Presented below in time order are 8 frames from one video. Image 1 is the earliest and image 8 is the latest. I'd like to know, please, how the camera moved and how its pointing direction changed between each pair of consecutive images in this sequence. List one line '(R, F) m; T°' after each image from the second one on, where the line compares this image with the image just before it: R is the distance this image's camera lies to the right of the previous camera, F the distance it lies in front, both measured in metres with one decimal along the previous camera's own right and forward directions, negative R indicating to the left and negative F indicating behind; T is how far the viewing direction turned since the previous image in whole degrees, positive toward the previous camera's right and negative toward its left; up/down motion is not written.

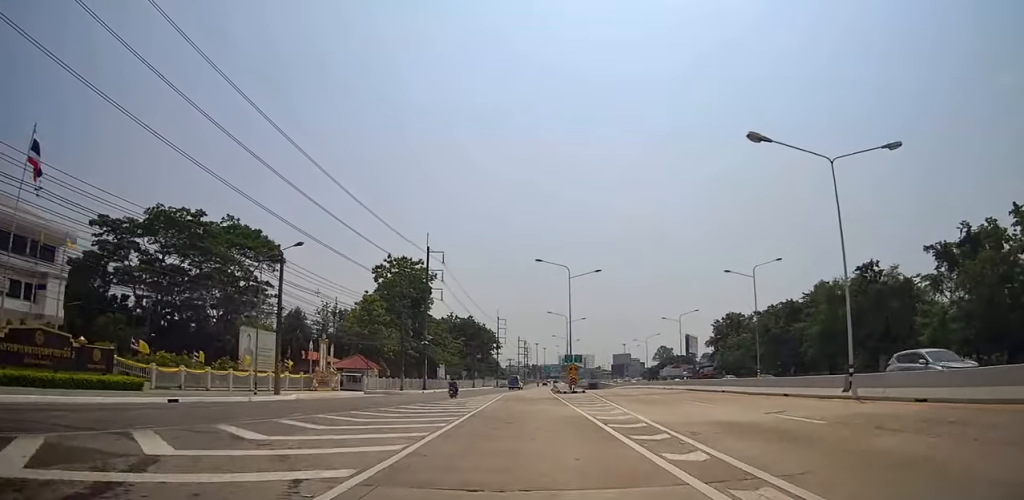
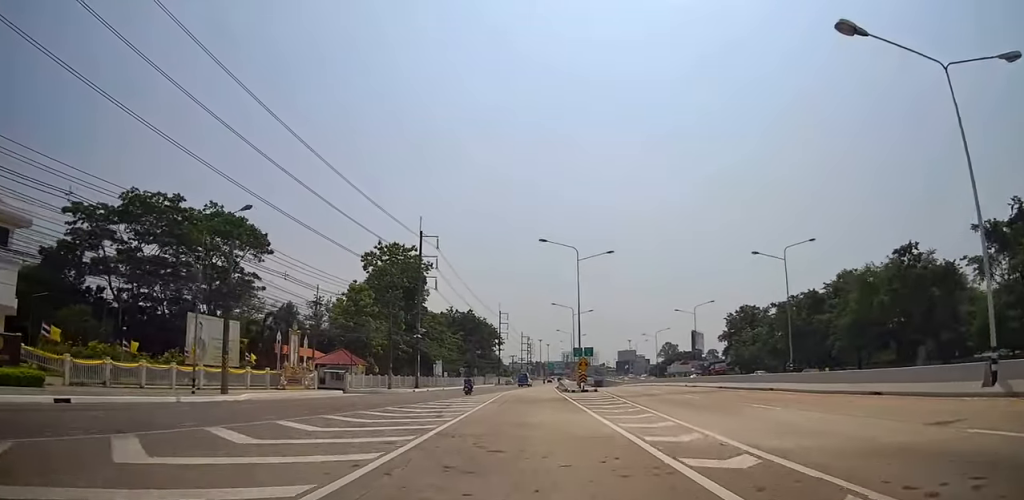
(0.0, +7.1) m; -2°
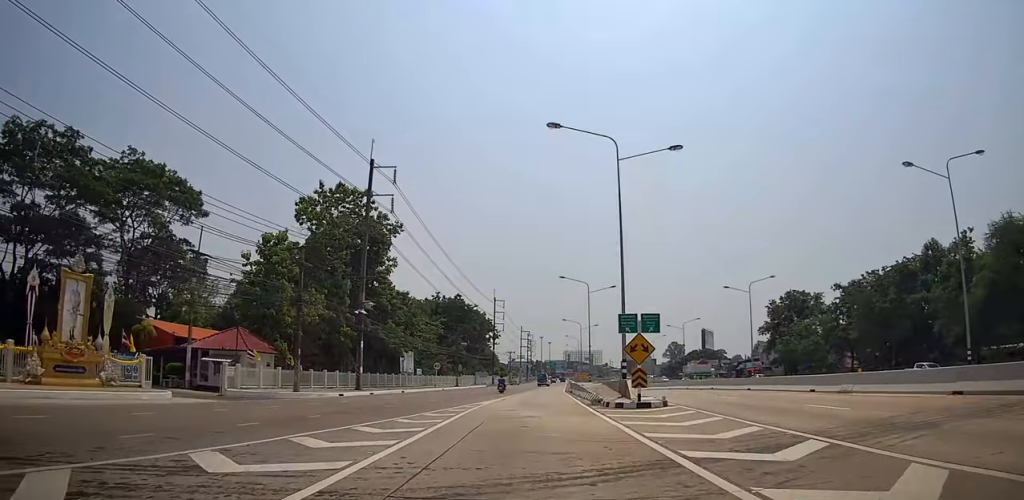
(0.0, +23.8) m; +2°
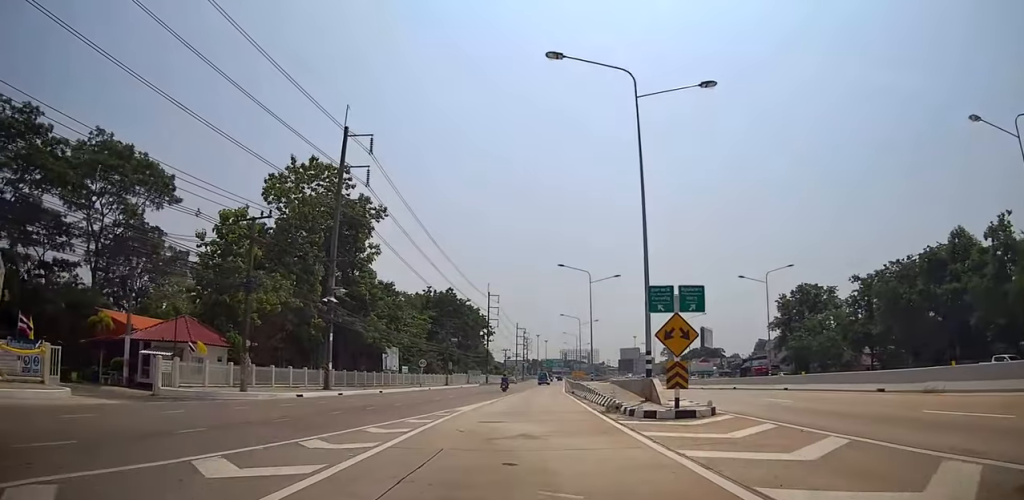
(+0.3, +6.4) m; +1°
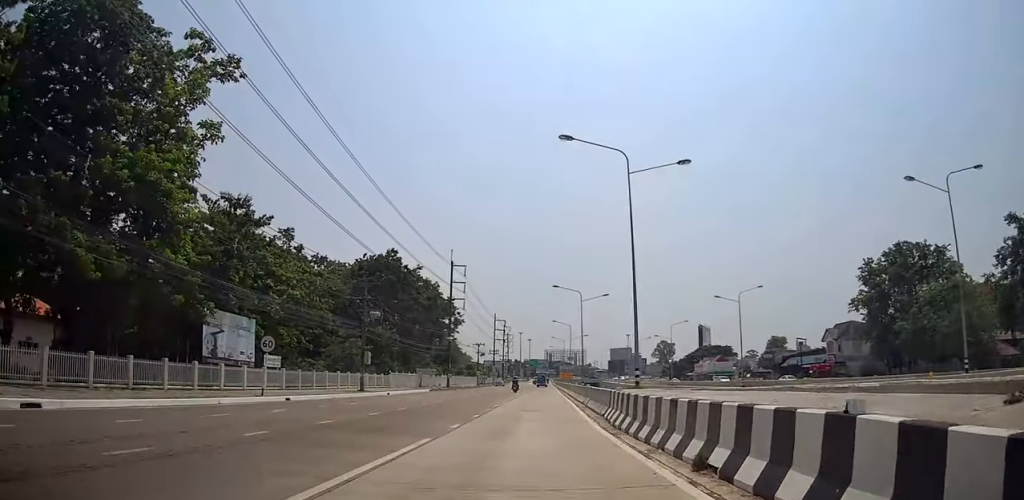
(-1.0, +32.4) m; -1°
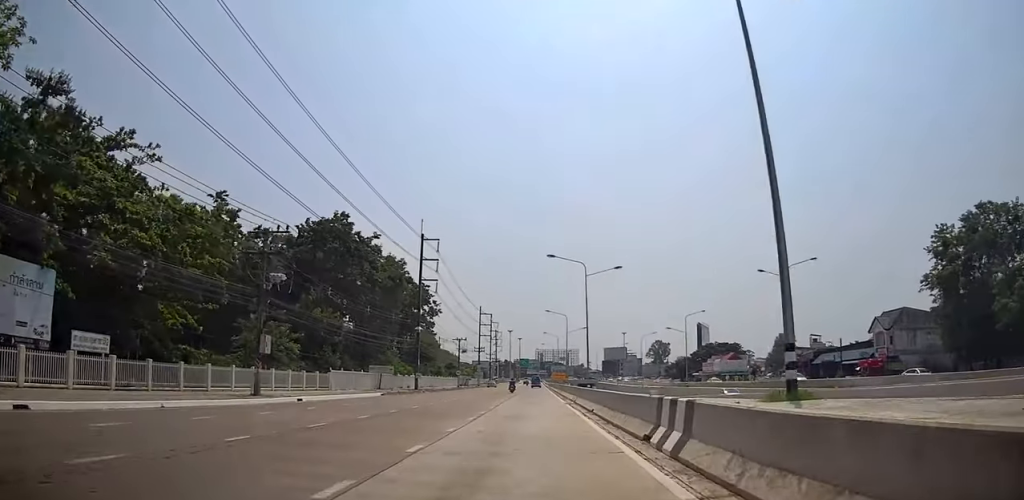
(0.0, +16.3) m; 0°
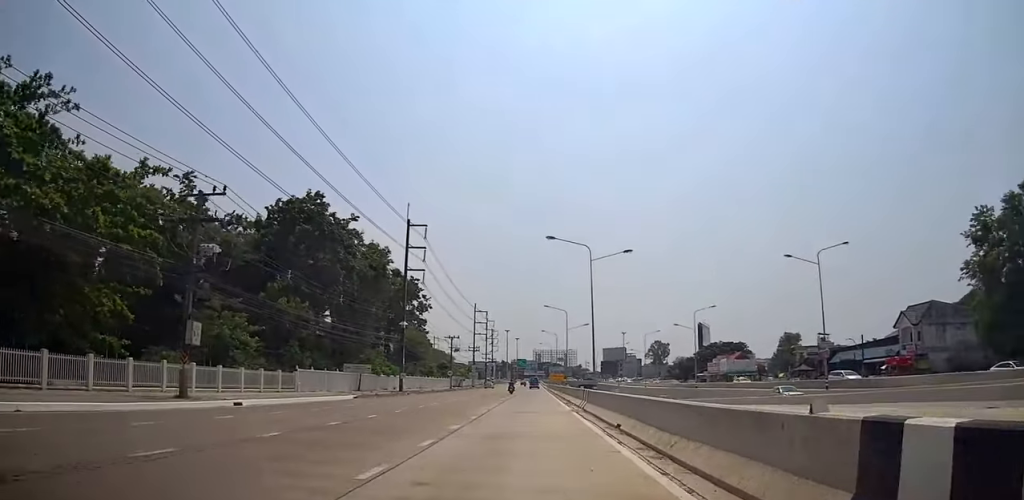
(0.0, +6.4) m; 0°
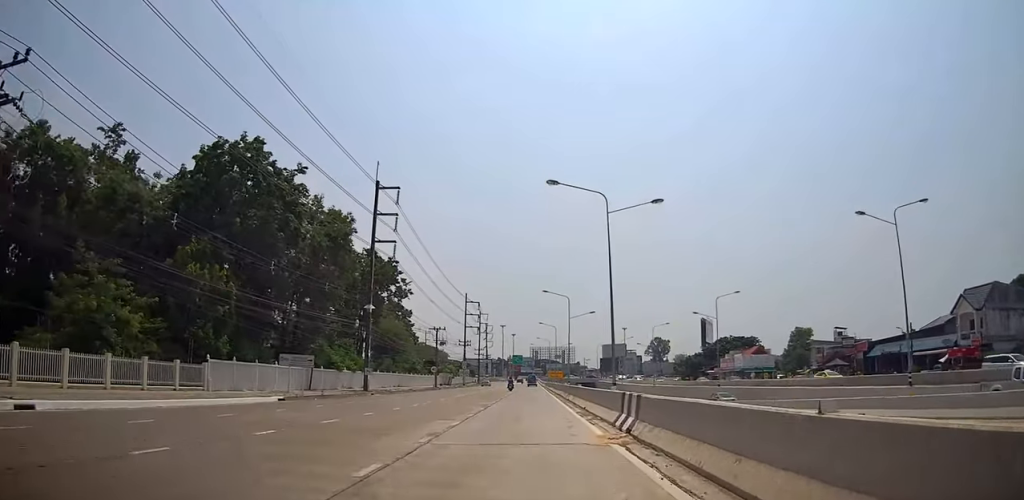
(+0.1, +11.4) m; +1°
